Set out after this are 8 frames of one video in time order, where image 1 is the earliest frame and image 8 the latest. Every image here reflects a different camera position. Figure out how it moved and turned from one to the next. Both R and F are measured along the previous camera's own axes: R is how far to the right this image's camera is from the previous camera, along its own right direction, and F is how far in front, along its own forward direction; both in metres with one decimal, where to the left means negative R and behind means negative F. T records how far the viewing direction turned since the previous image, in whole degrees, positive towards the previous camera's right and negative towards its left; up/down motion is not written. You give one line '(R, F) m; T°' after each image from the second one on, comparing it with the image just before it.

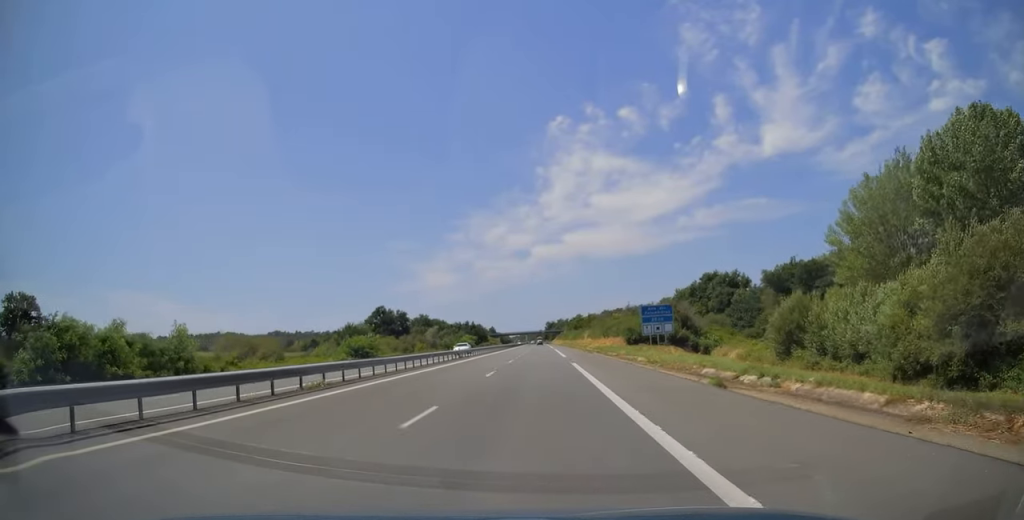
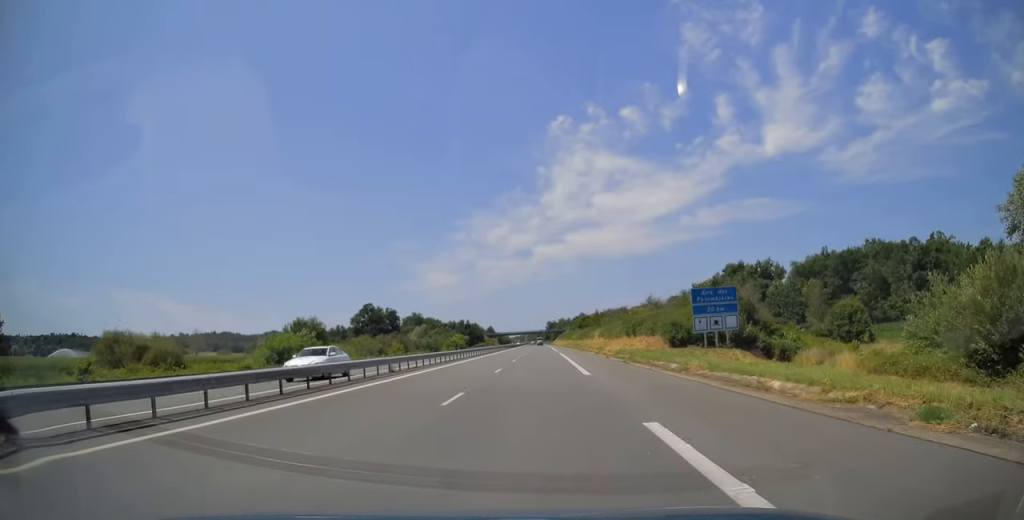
(+0.1, +23.5) m; -1°
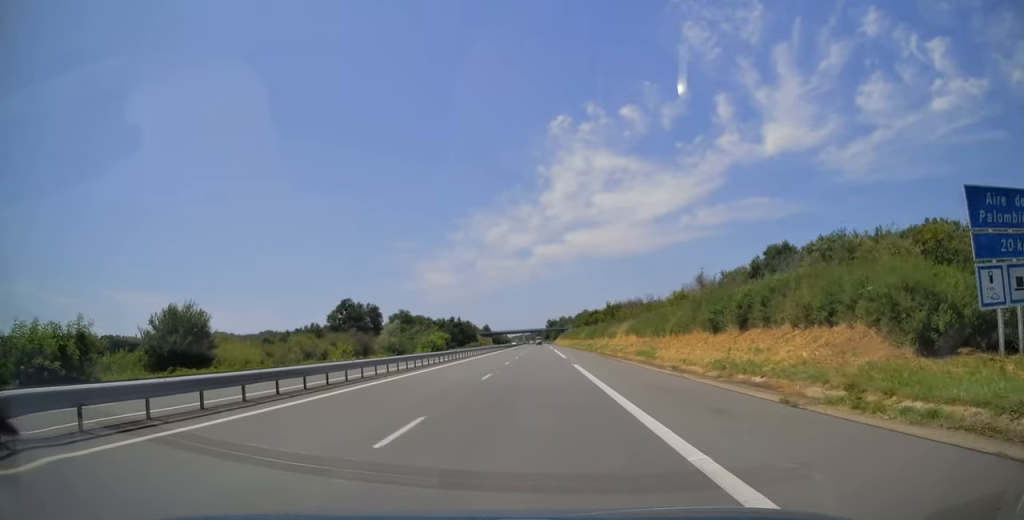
(-0.3, +32.0) m; 0°
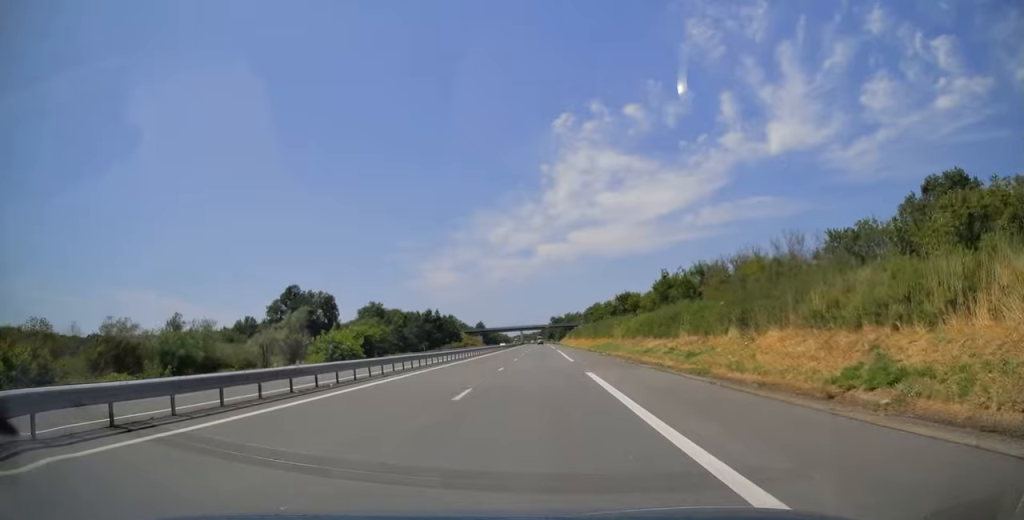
(+0.1, +61.0) m; 0°
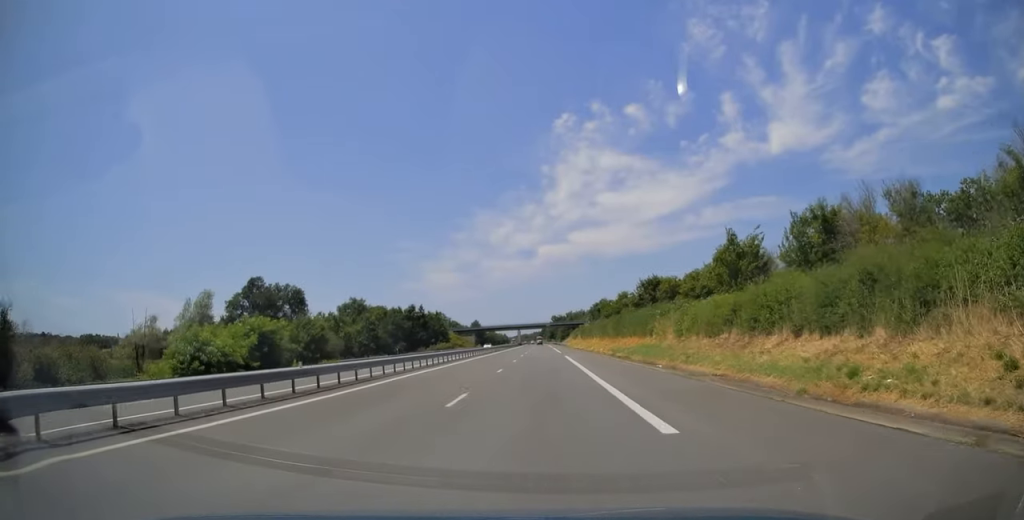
(-0.1, +27.9) m; 0°
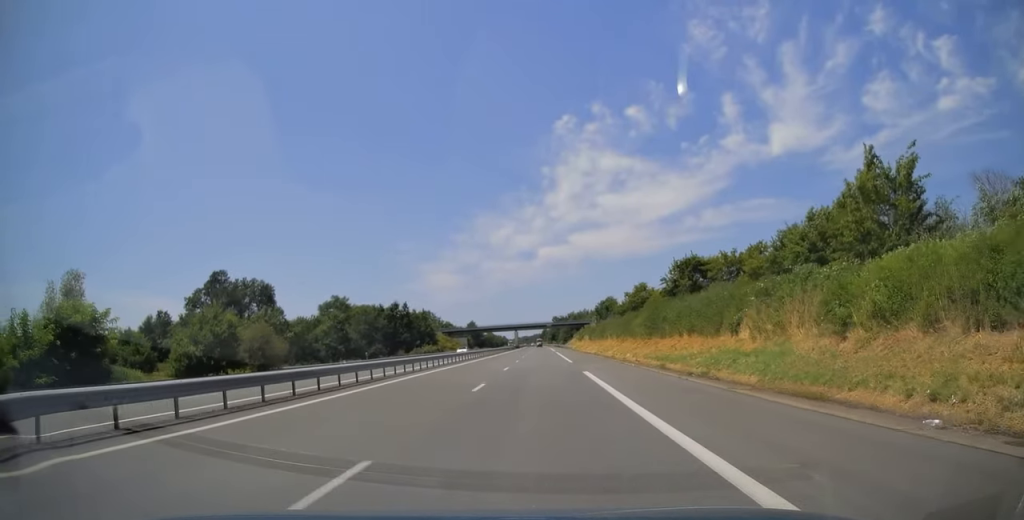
(0.0, +22.0) m; 0°
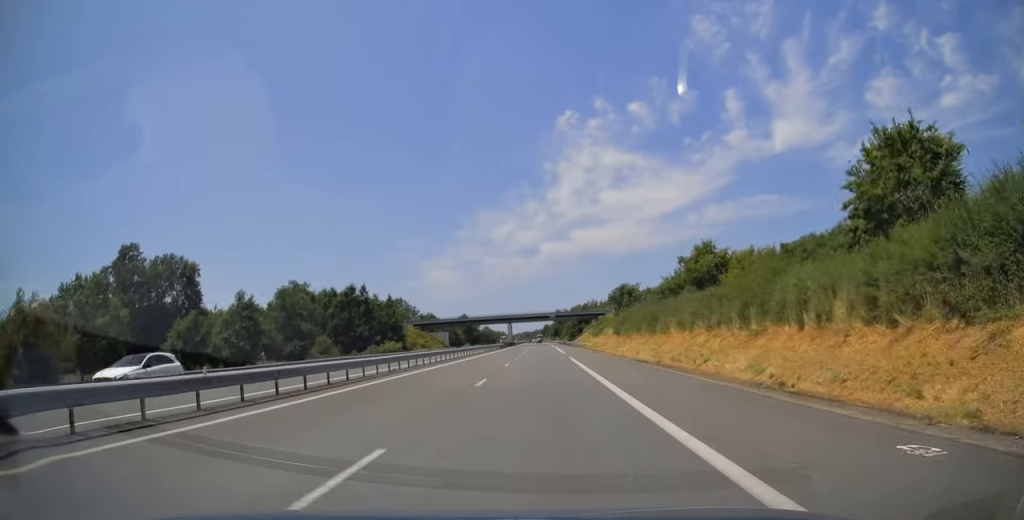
(+0.2, +39.1) m; 0°
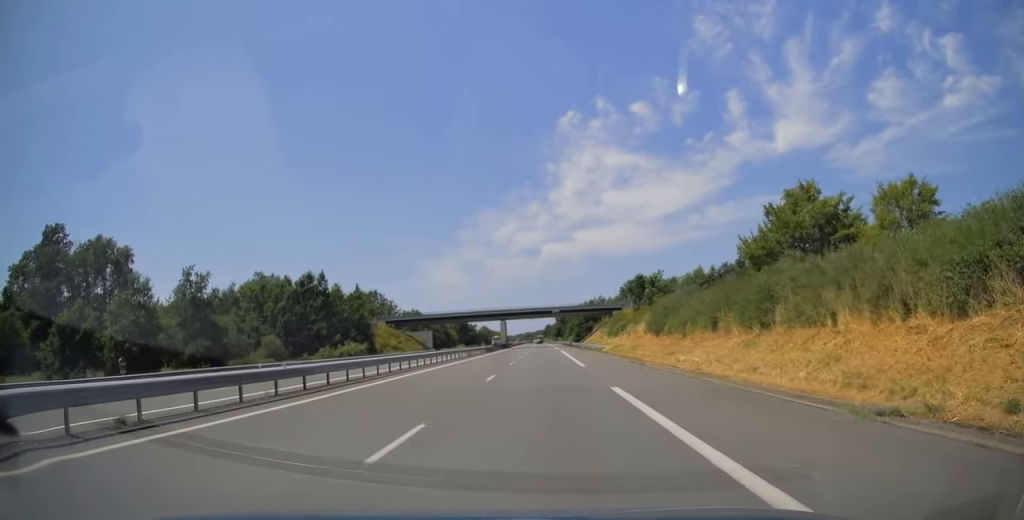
(-0.2, +24.1) m; -1°
